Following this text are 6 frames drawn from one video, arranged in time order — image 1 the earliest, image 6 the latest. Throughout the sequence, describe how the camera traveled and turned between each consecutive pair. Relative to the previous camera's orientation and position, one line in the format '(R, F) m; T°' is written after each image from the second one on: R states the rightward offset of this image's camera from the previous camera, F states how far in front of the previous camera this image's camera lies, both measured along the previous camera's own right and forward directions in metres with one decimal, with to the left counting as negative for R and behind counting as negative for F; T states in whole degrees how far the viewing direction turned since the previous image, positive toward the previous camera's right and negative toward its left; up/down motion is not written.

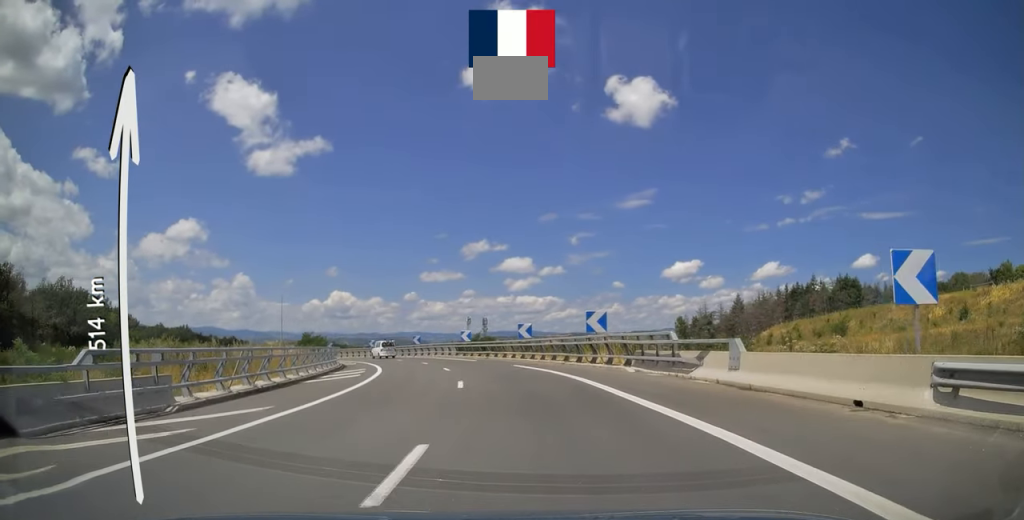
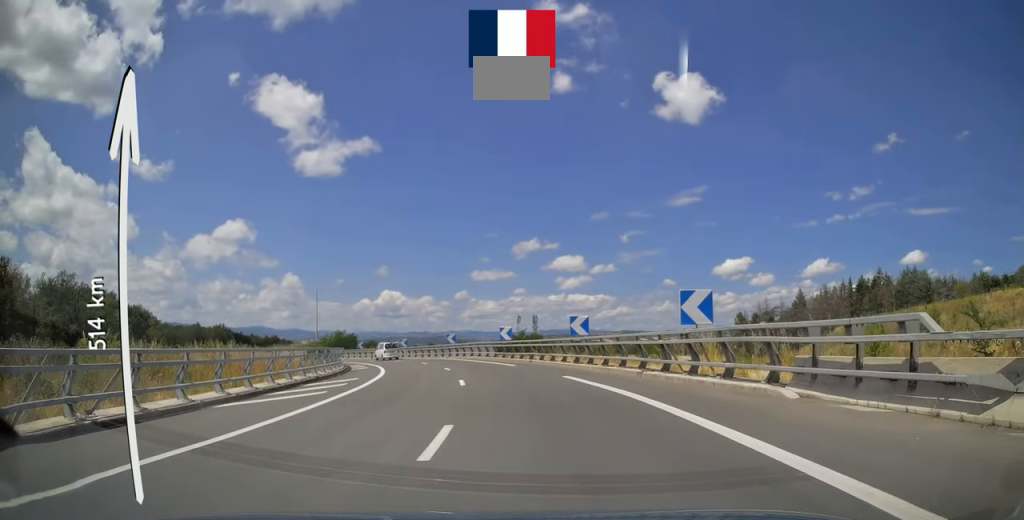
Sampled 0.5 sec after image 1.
(-0.2, +11.1) m; -5°
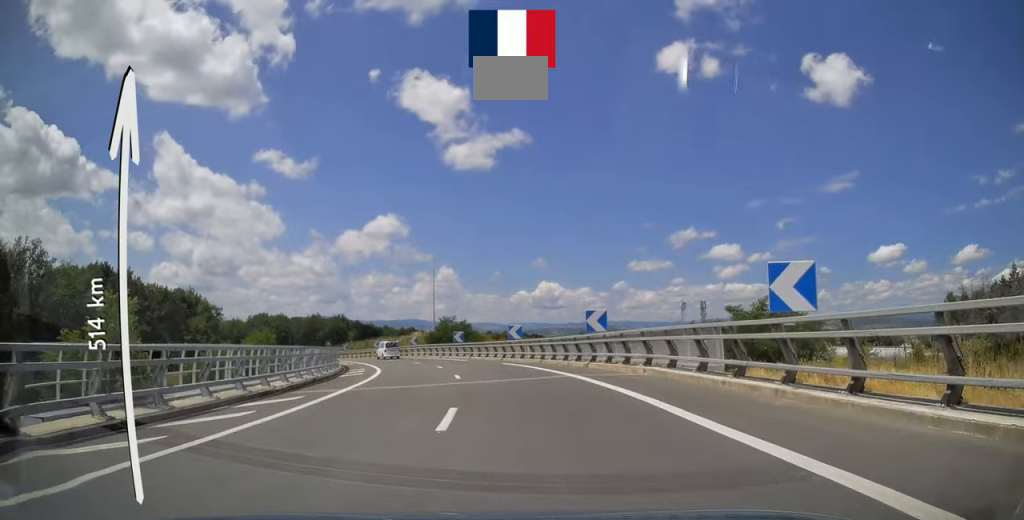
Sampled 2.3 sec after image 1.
(-5.6, +36.5) m; -16°
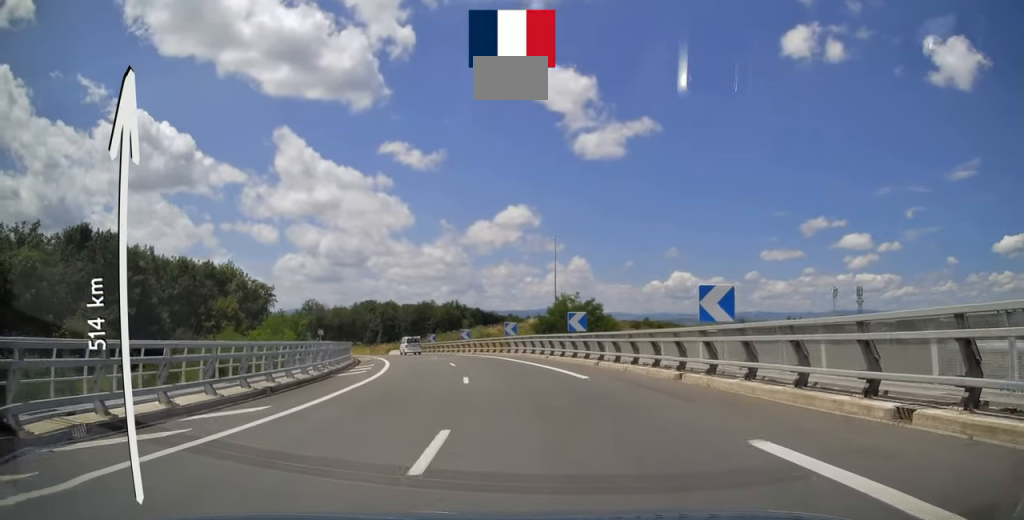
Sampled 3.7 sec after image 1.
(-2.2, +29.1) m; -12°
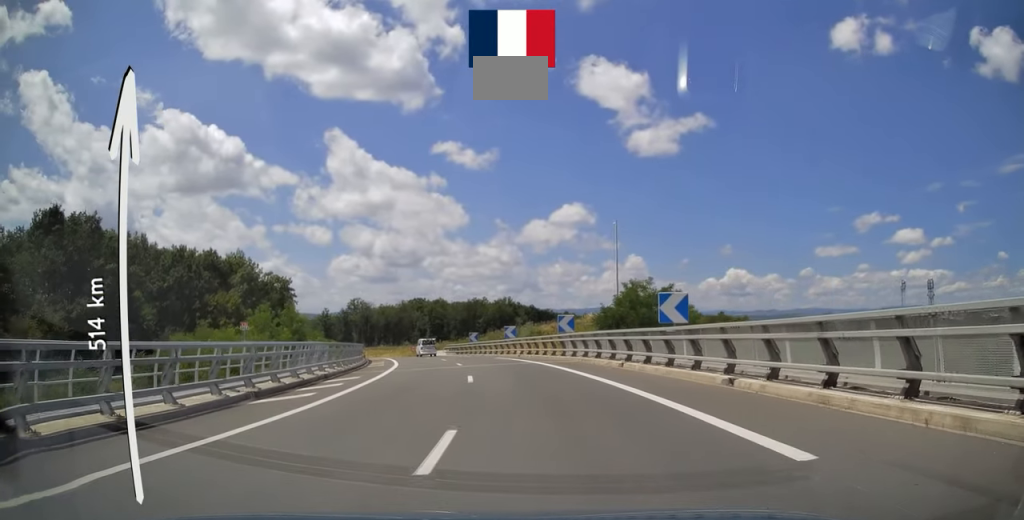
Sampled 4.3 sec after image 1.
(-1.3, +13.0) m; -6°
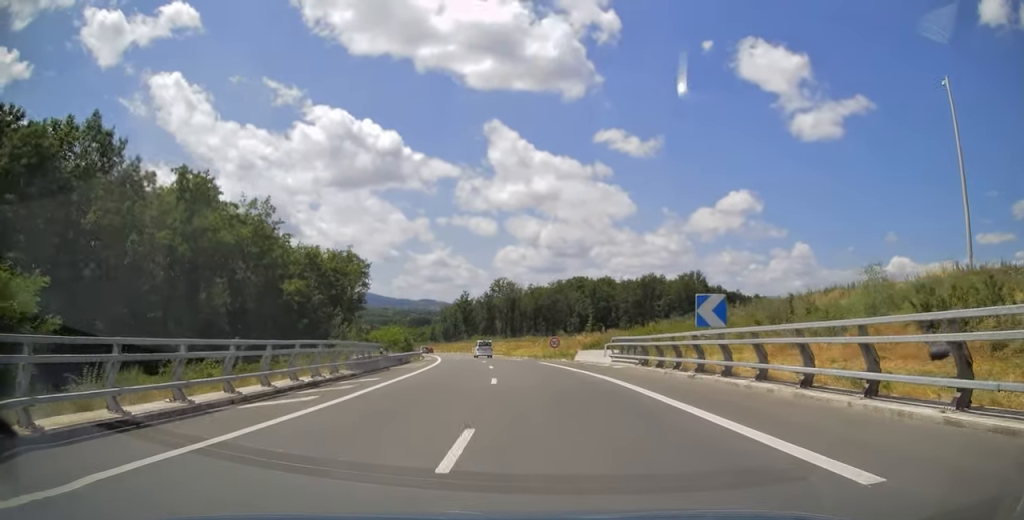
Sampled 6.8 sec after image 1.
(-7.8, +51.6) m; -16°
